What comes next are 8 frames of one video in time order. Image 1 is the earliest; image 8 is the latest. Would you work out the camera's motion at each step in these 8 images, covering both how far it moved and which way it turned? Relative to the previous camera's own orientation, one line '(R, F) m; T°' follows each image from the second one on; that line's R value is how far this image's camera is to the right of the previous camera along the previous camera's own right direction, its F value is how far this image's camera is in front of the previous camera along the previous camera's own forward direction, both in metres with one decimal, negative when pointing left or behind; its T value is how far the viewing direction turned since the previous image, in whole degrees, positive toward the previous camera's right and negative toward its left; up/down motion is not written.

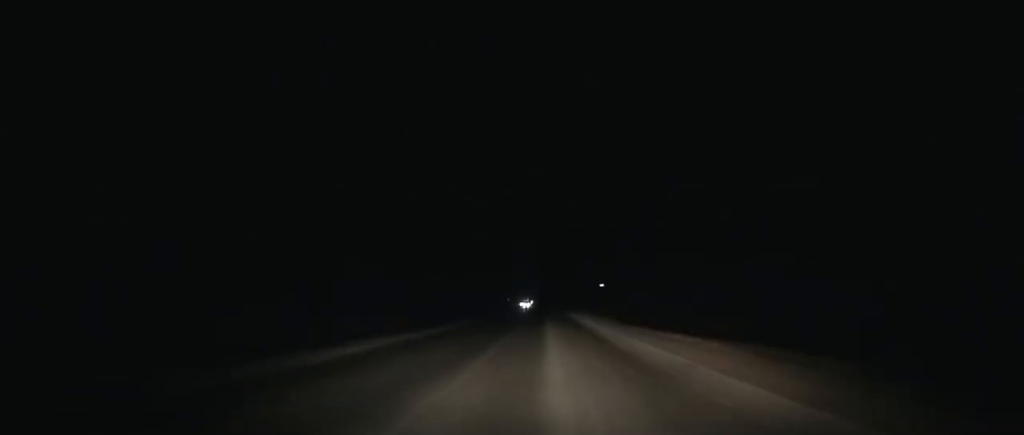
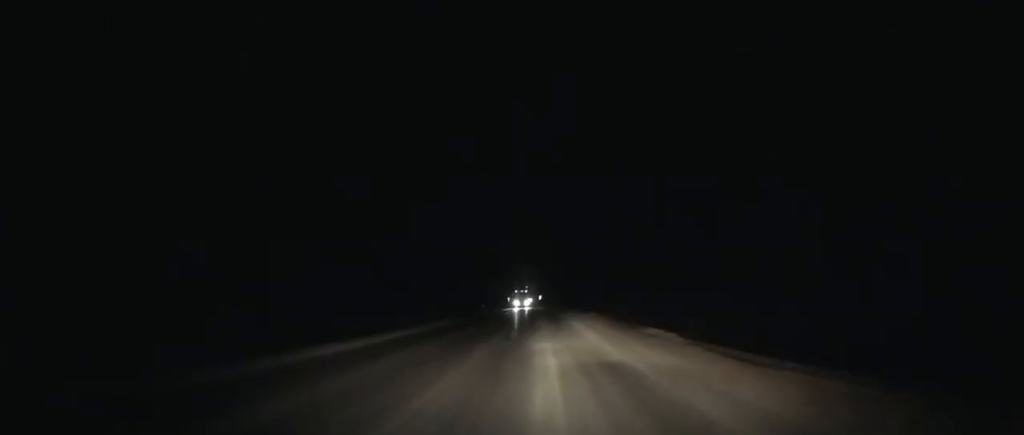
(-1.6, +112.6) m; -2°
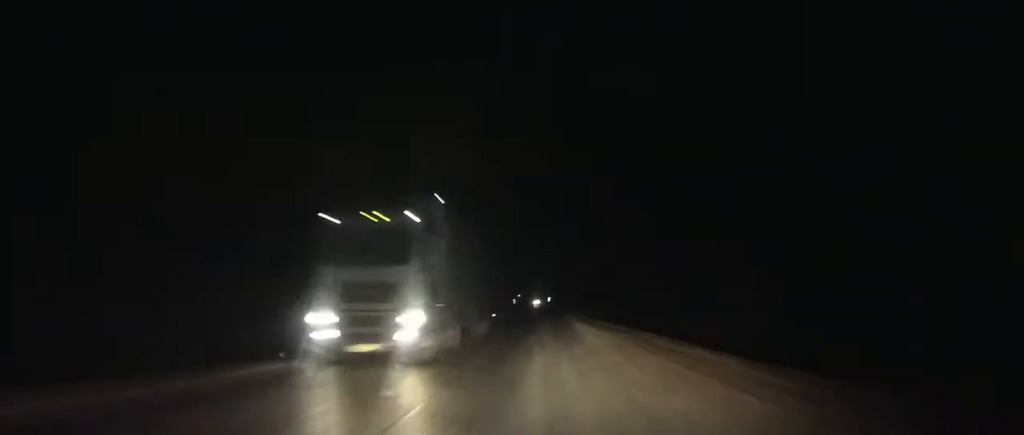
(-0.5, +65.4) m; -1°
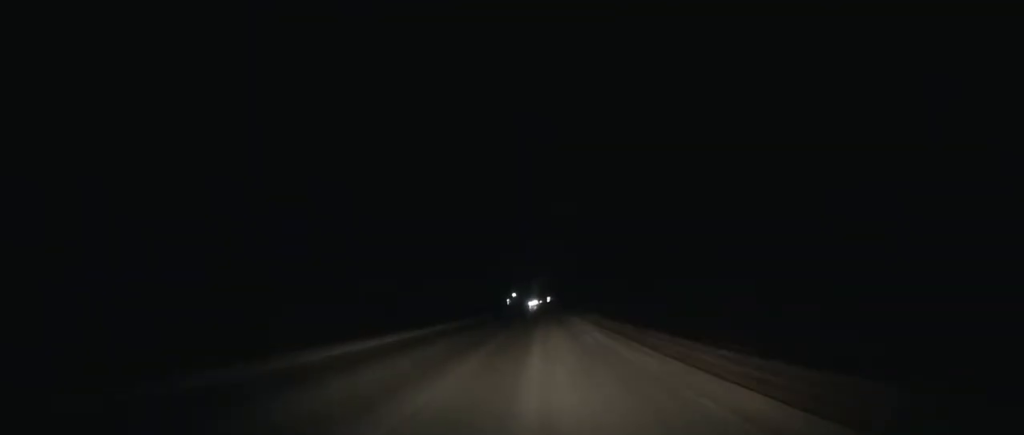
(-0.2, +83.4) m; 0°
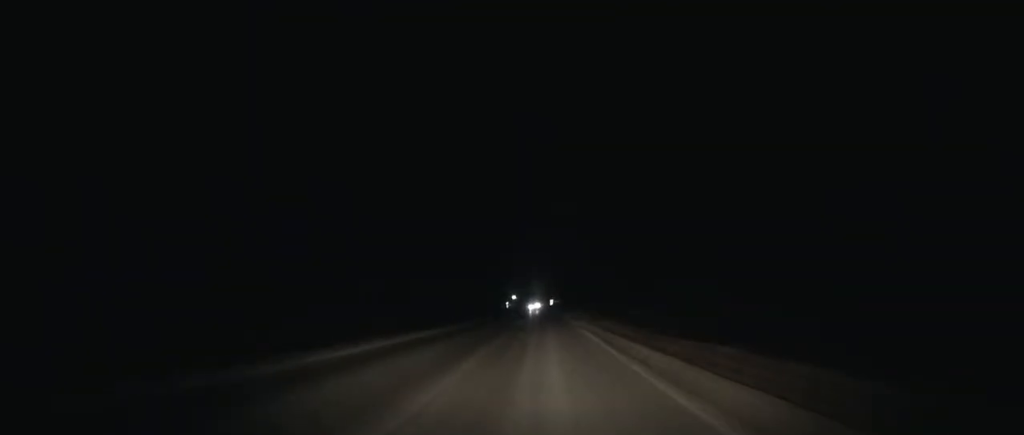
(+0.1, +40.9) m; 0°
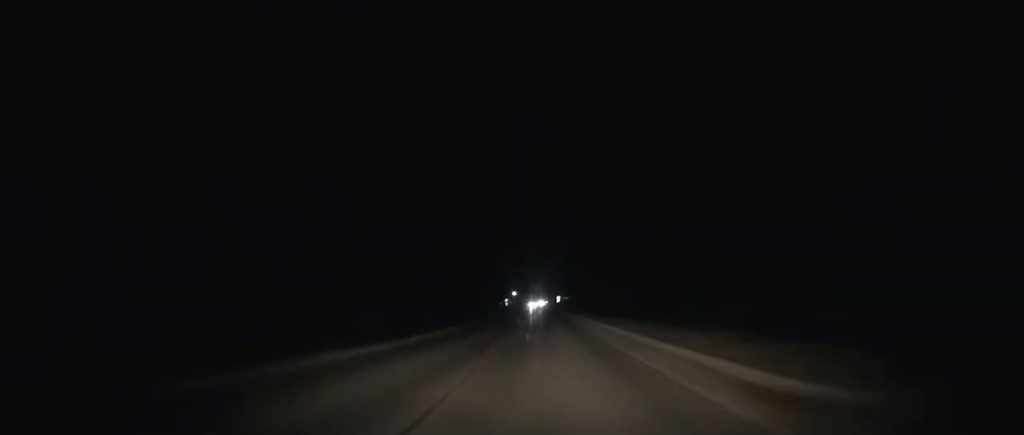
(+0.1, +63.6) m; -1°
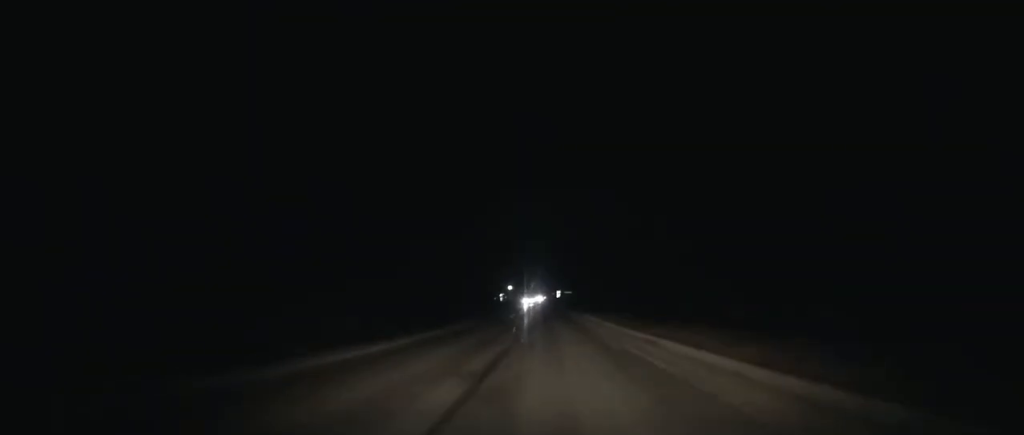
(-0.6, +32.2) m; 0°
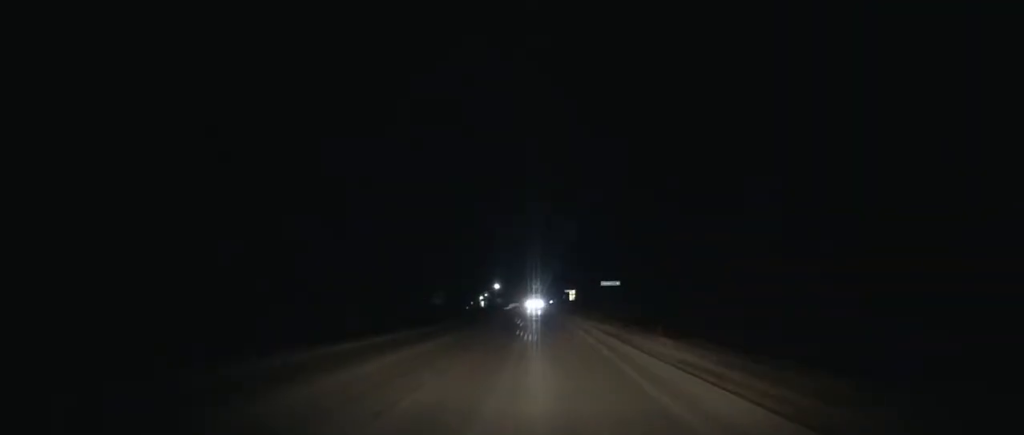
(-1.2, +115.6) m; -1°
